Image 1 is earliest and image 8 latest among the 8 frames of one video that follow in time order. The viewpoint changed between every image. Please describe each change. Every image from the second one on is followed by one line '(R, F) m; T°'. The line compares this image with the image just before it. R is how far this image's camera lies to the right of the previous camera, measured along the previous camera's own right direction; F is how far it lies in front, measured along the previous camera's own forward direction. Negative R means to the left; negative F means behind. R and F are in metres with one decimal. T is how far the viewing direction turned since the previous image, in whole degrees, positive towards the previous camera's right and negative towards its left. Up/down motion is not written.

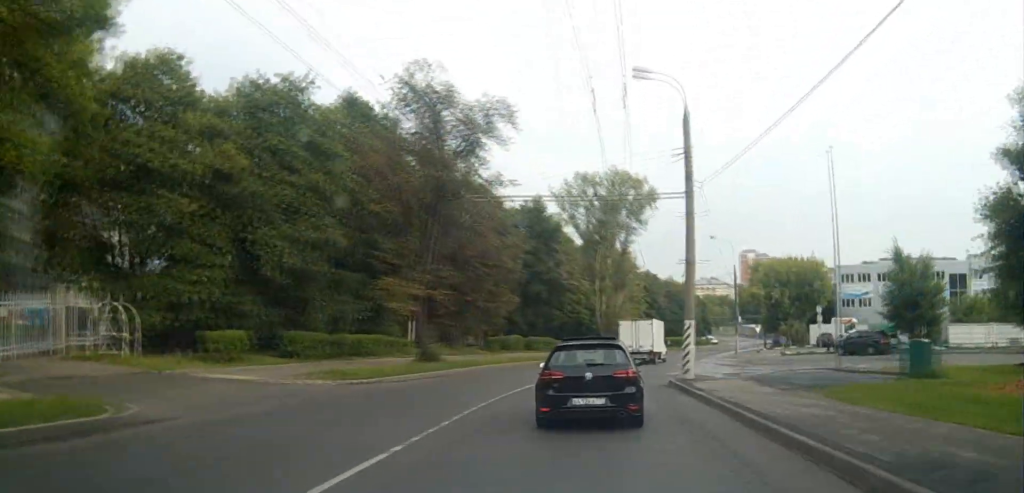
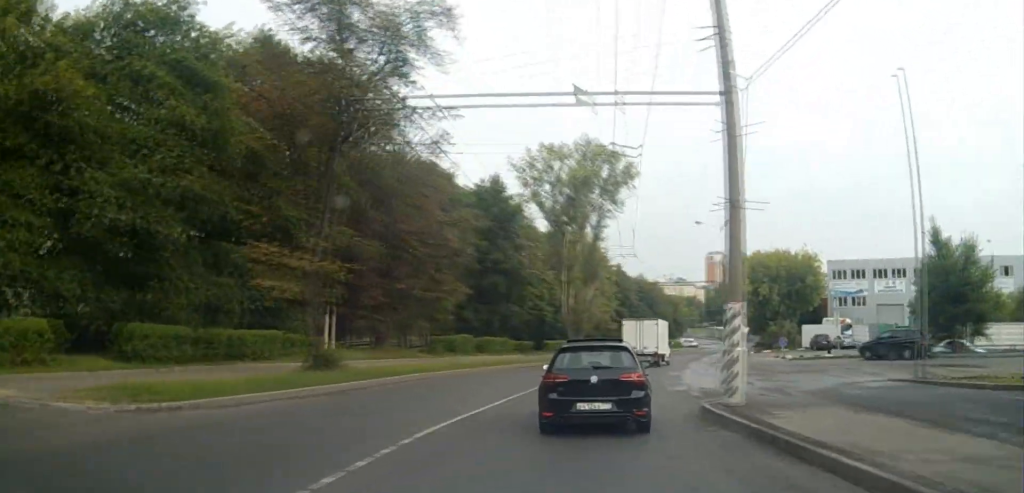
(0.0, +7.8) m; +2°
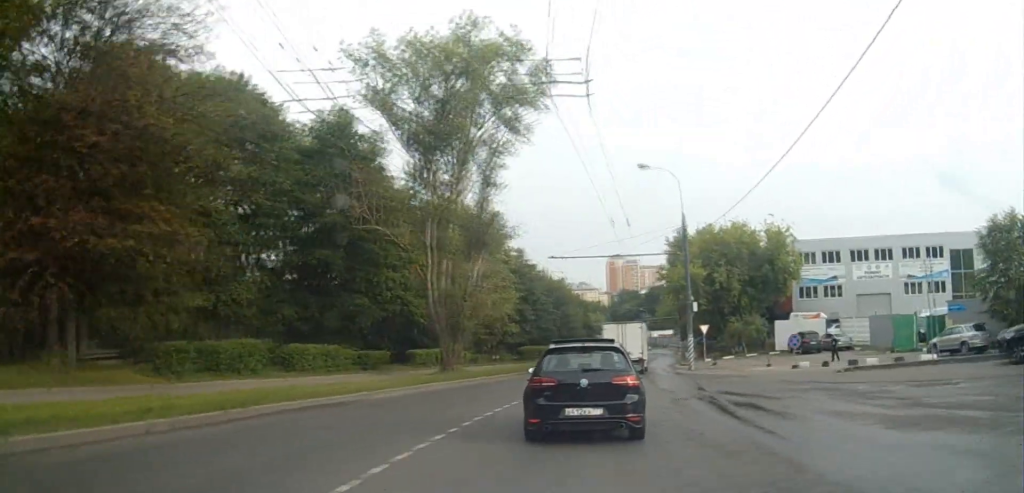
(+0.9, +19.8) m; +11°
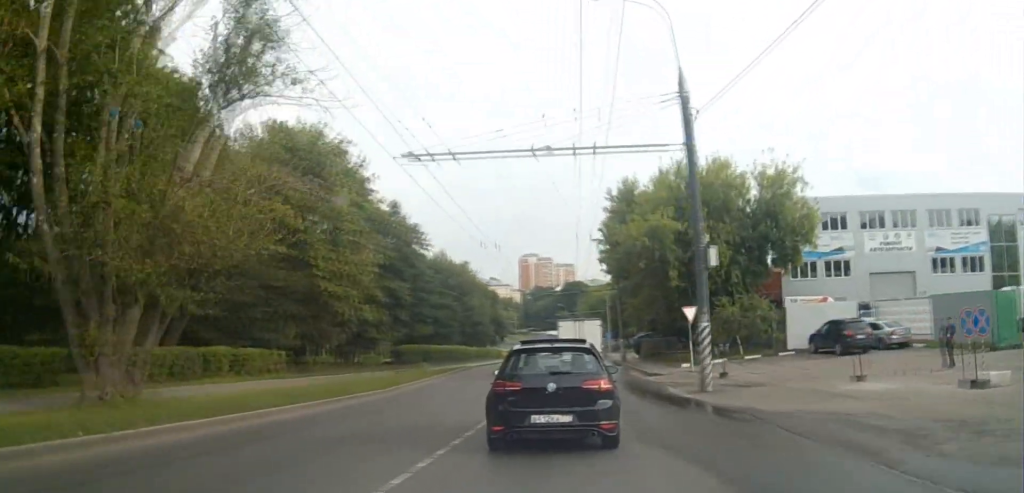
(+2.6, +19.1) m; +9°
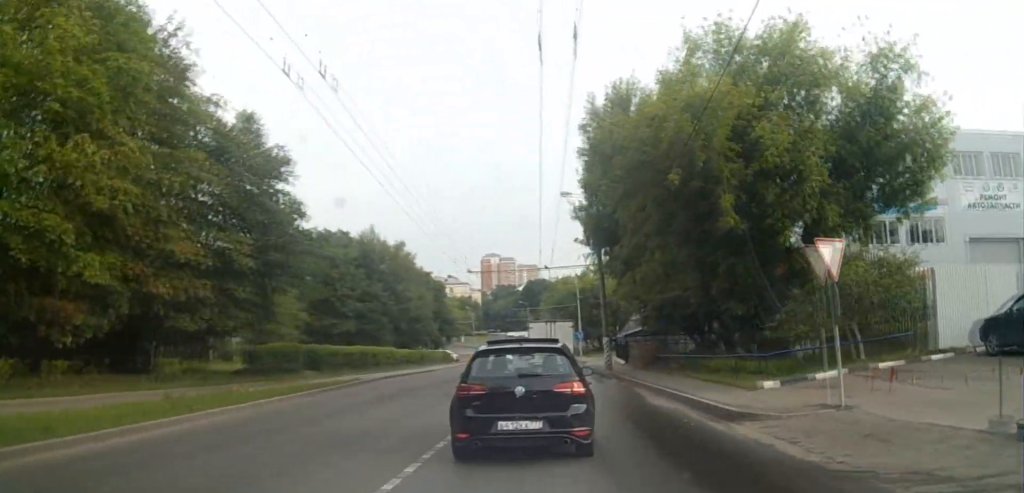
(+0.2, +20.6) m; +1°
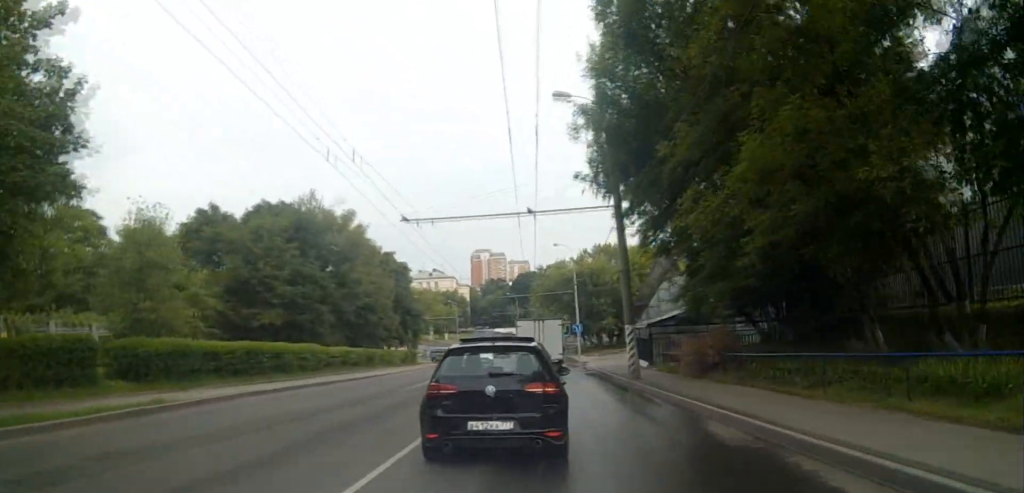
(0.0, +19.1) m; 0°
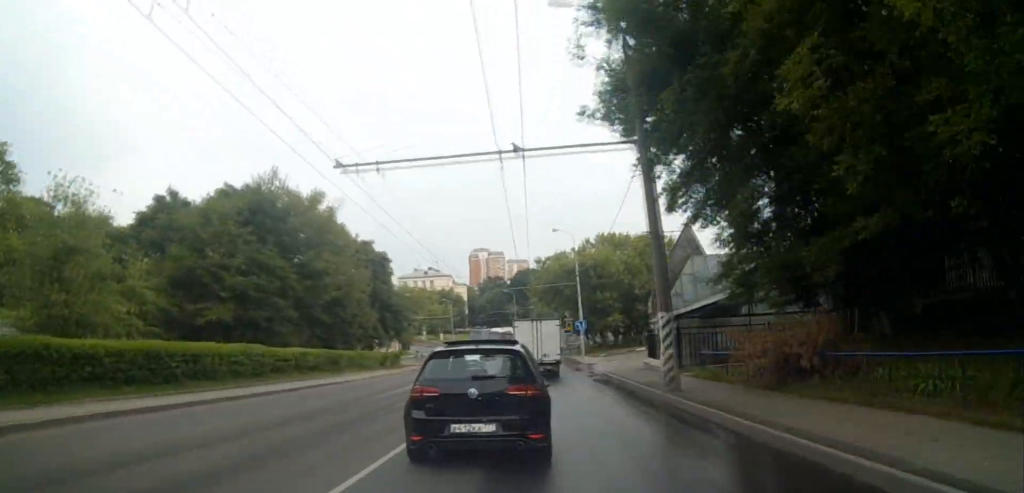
(0.0, +9.5) m; 0°
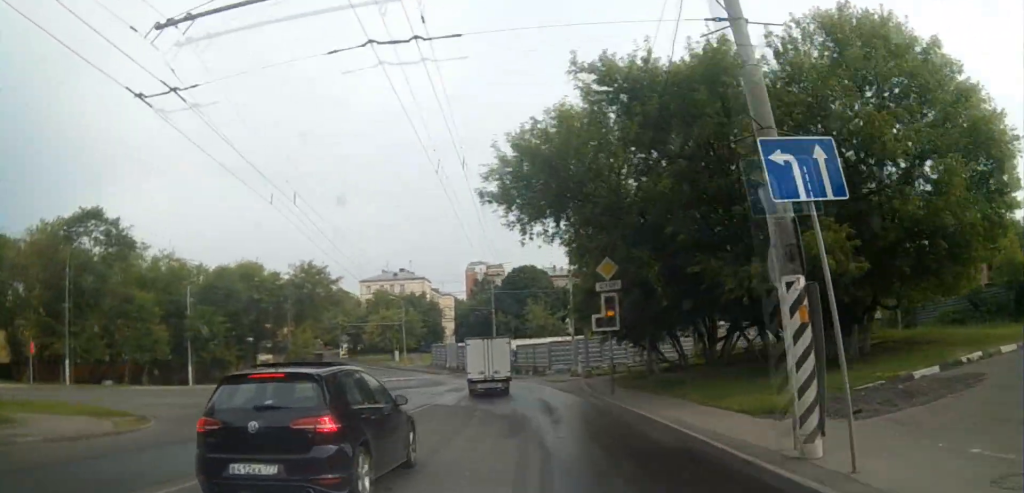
(0.0, +59.8) m; +1°
